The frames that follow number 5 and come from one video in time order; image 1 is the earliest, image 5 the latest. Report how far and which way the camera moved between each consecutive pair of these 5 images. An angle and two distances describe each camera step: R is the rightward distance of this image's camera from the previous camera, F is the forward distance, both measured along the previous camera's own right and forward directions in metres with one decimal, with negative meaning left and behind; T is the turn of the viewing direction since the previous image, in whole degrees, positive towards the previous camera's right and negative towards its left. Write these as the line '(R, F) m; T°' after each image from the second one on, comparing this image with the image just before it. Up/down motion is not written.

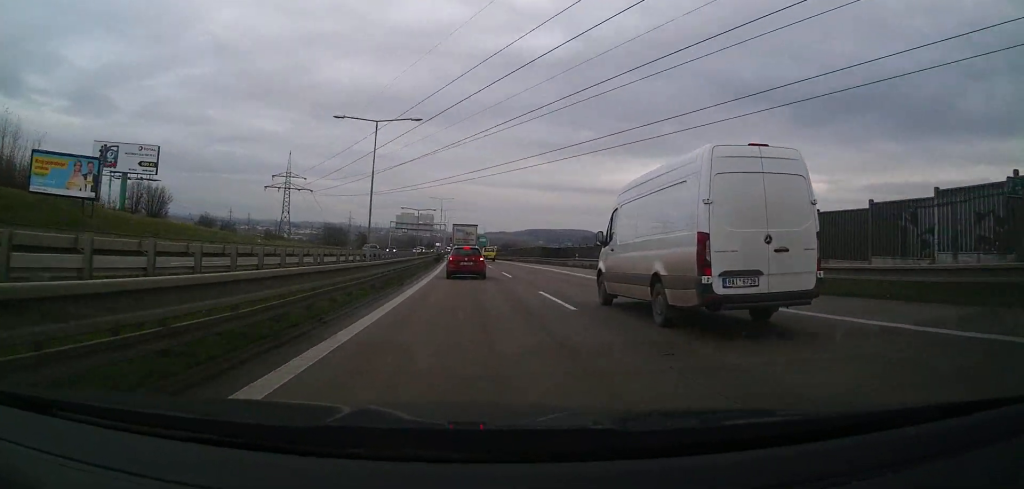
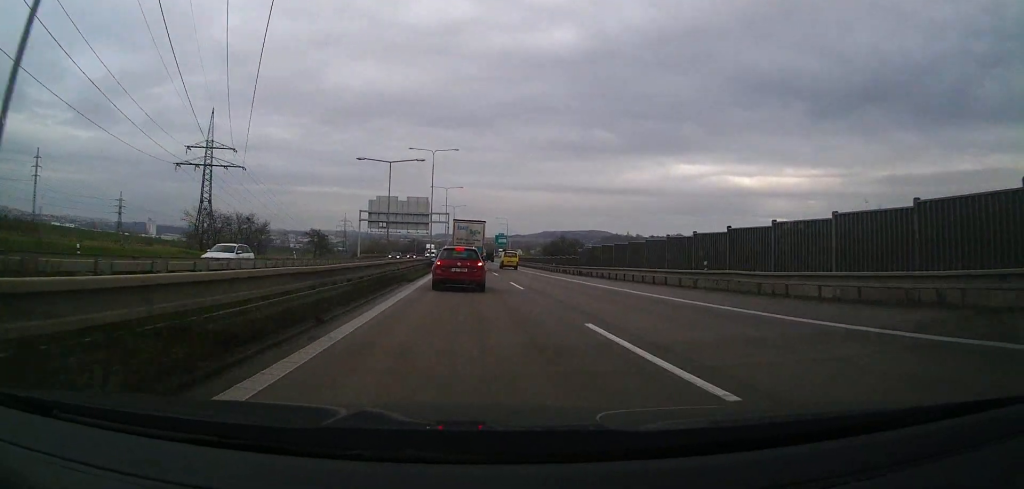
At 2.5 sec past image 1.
(-2.3, +82.0) m; -2°
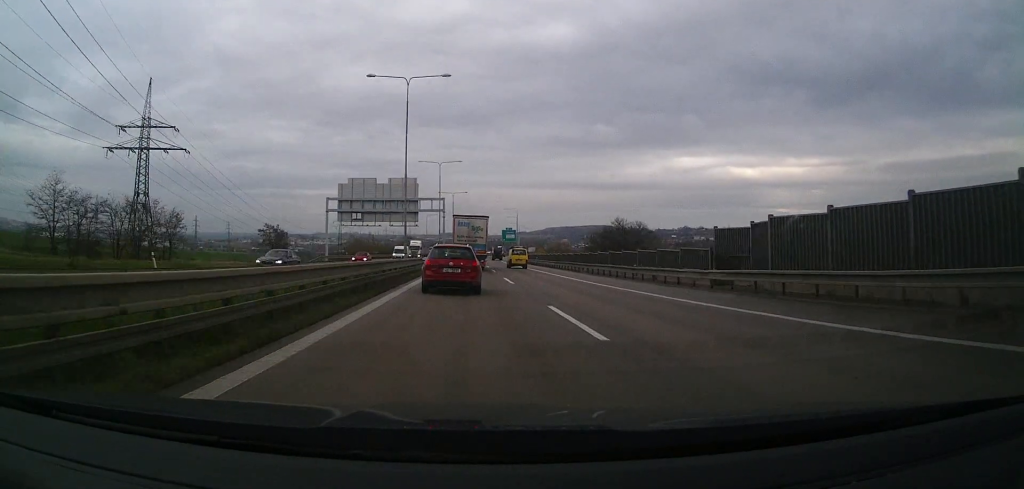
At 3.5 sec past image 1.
(-0.5, +33.2) m; -1°
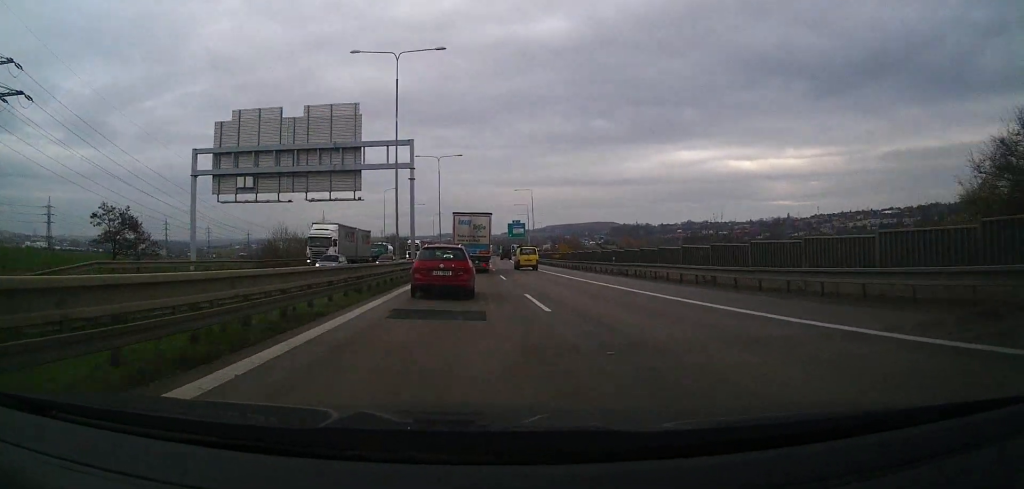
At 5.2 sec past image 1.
(-0.3, +50.2) m; -1°
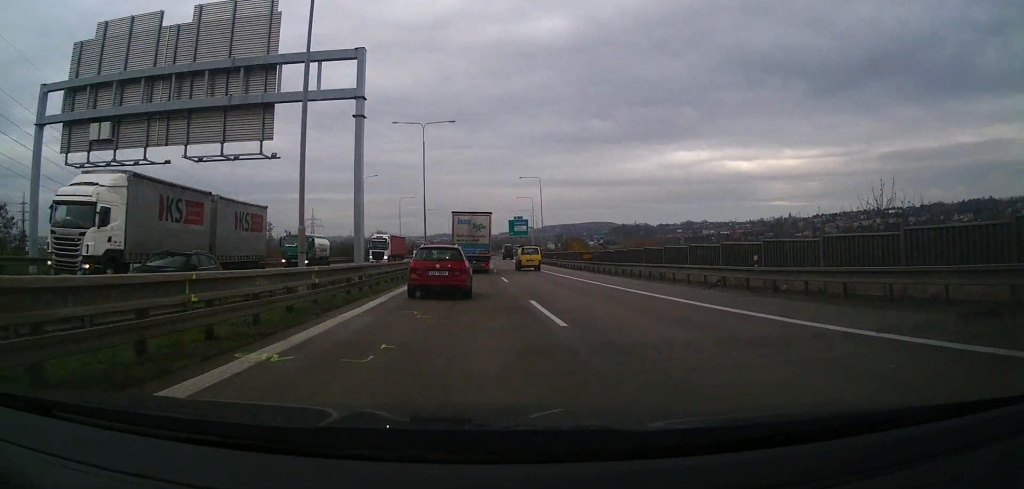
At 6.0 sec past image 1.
(0.0, +21.6) m; 0°
